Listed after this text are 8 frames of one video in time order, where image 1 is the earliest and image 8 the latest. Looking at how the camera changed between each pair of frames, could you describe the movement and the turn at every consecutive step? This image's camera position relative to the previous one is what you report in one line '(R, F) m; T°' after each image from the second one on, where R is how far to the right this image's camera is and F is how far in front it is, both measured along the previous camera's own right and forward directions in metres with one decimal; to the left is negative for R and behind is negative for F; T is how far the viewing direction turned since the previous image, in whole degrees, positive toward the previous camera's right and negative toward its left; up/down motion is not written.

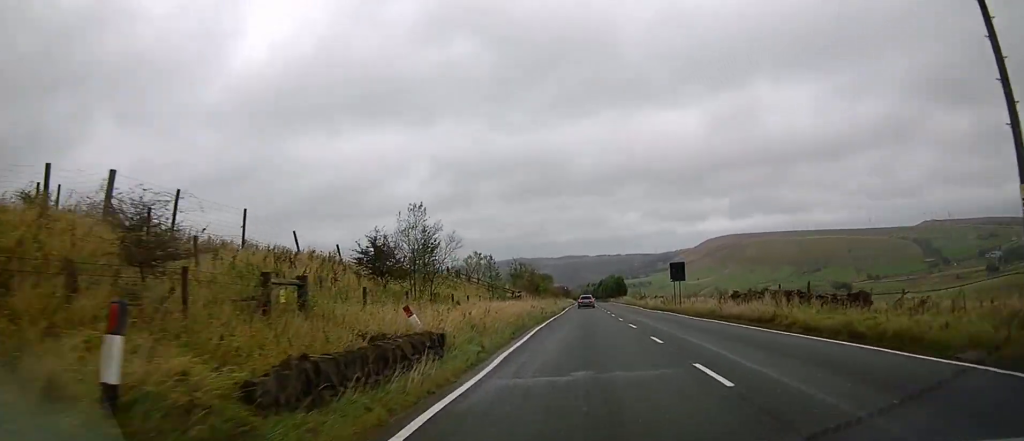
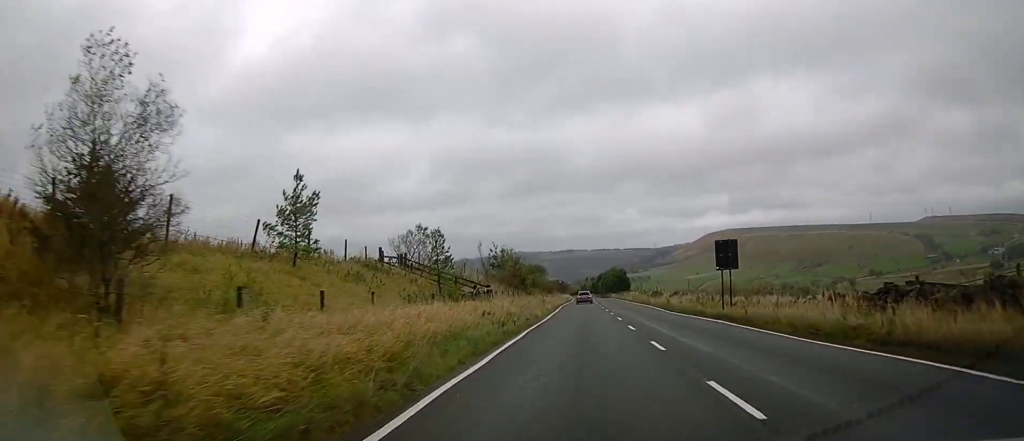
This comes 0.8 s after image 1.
(-0.1, +13.8) m; 0°
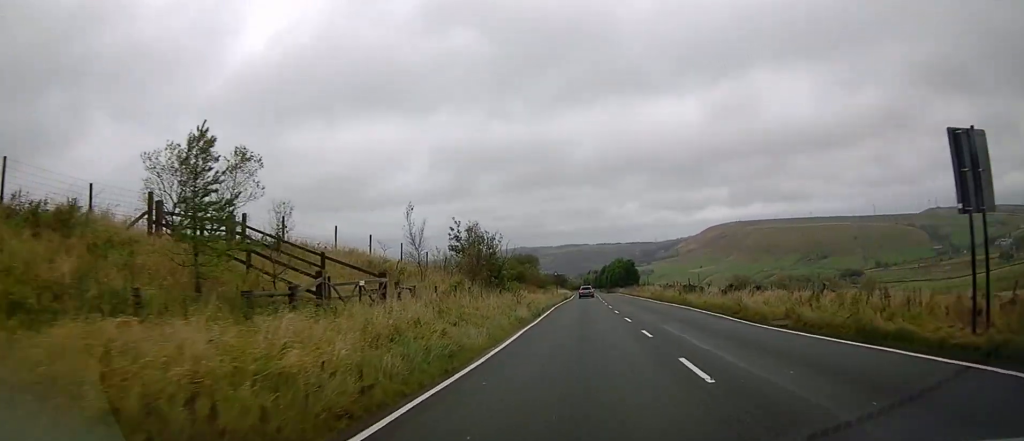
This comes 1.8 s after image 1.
(0.0, +16.6) m; 0°
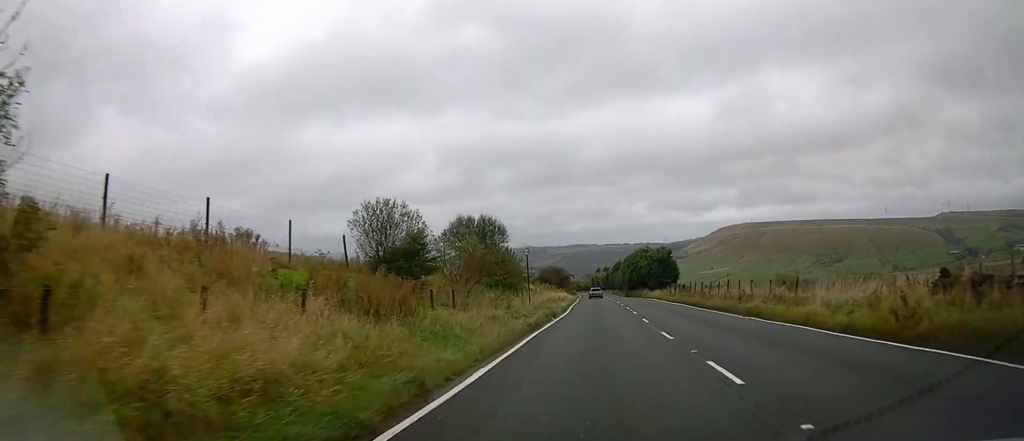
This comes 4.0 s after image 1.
(-0.2, +37.8) m; -1°
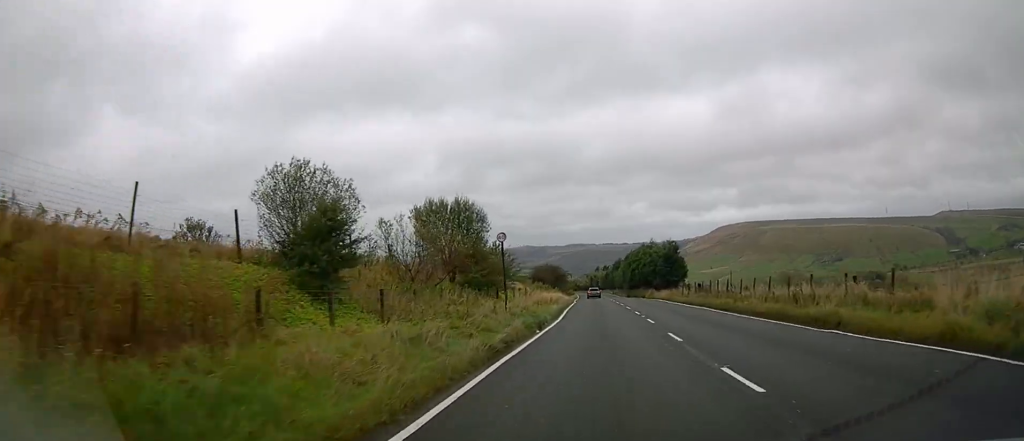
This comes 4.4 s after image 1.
(-0.1, +6.9) m; 0°
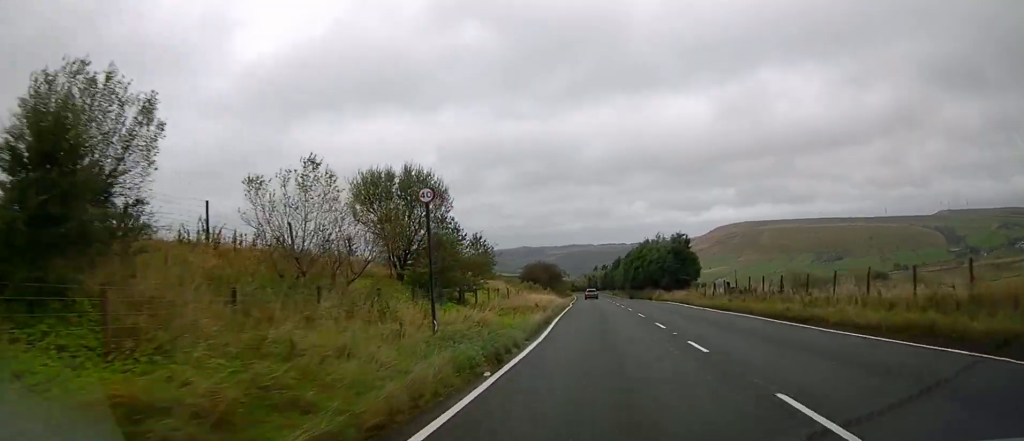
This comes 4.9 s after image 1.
(0.0, +8.4) m; 0°
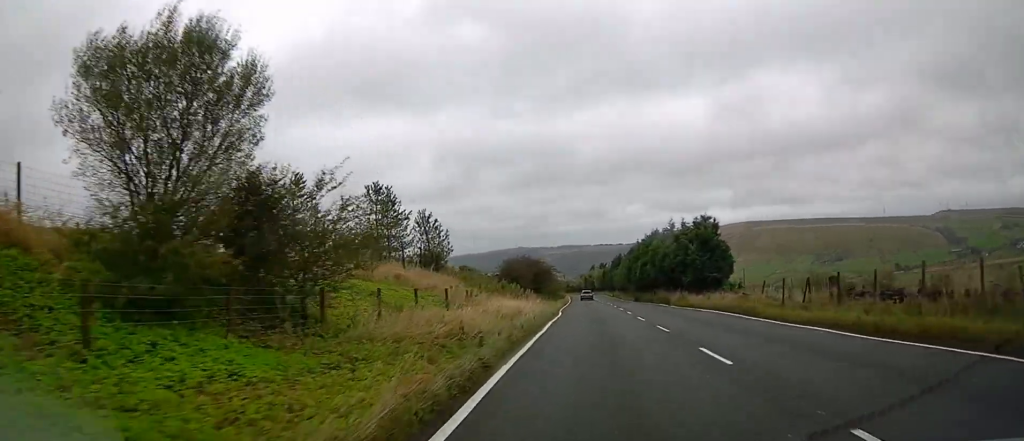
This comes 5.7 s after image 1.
(+0.1, +14.0) m; 0°
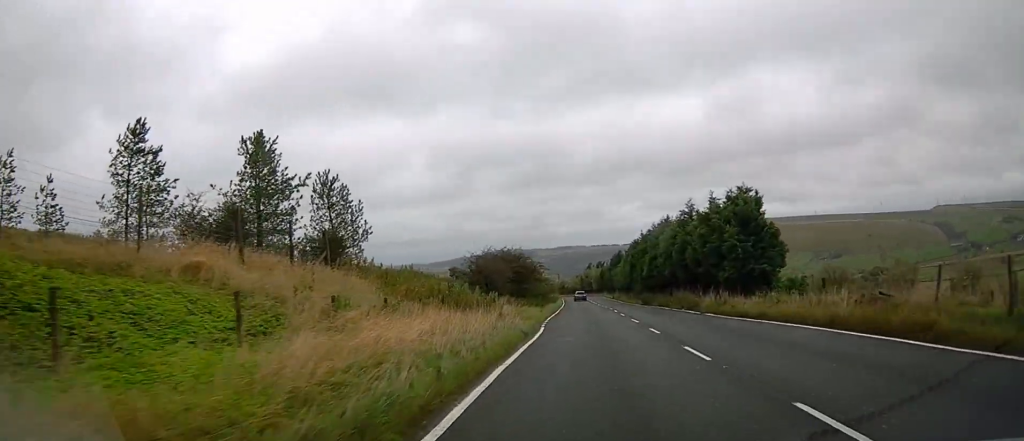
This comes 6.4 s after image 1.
(0.0, +11.9) m; 0°
